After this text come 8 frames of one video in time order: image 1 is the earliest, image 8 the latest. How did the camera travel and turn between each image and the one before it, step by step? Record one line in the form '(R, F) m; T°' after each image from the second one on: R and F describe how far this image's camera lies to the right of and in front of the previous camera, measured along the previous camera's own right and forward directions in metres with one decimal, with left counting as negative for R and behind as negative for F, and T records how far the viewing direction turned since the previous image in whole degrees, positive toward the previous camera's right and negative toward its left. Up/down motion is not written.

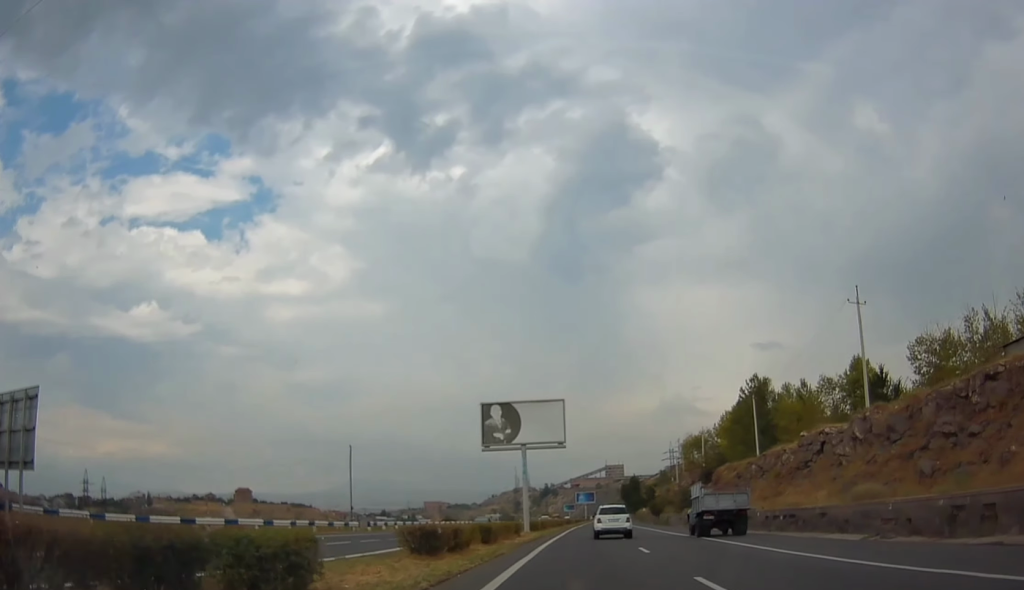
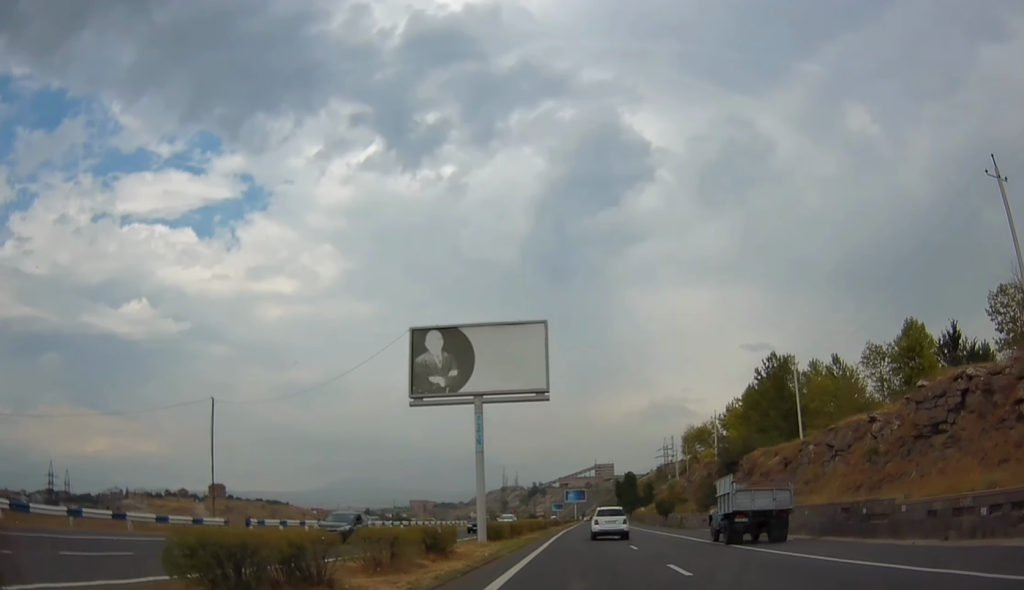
(0.0, +20.6) m; +1°
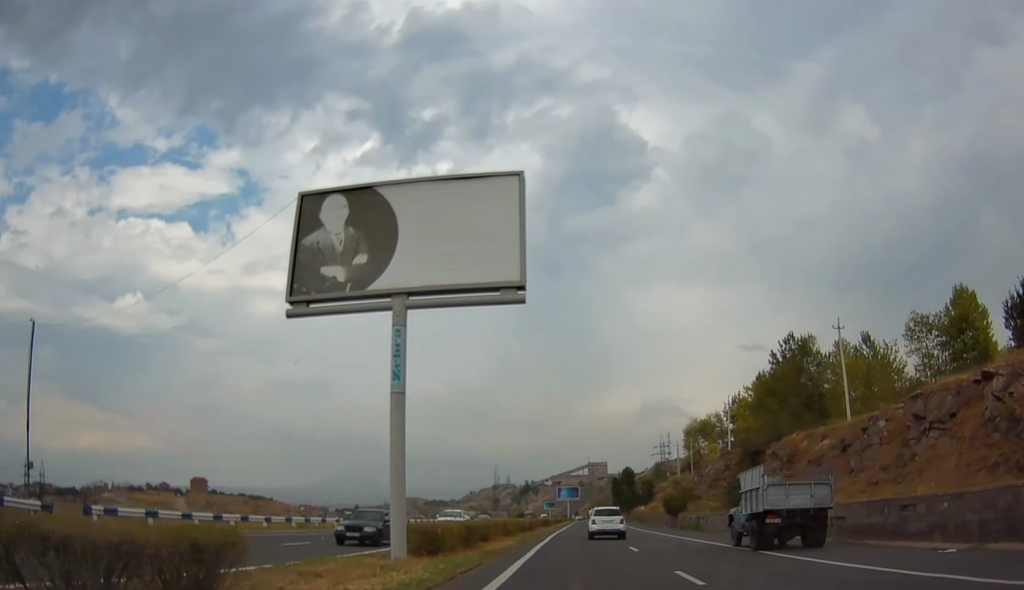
(+0.1, +13.7) m; +1°
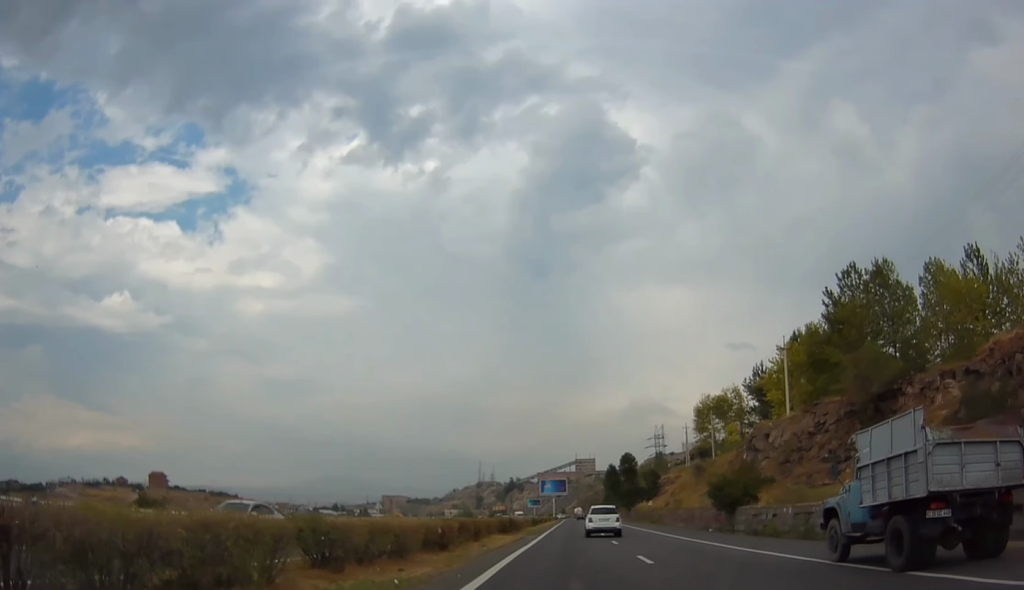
(+0.4, +31.3) m; +1°
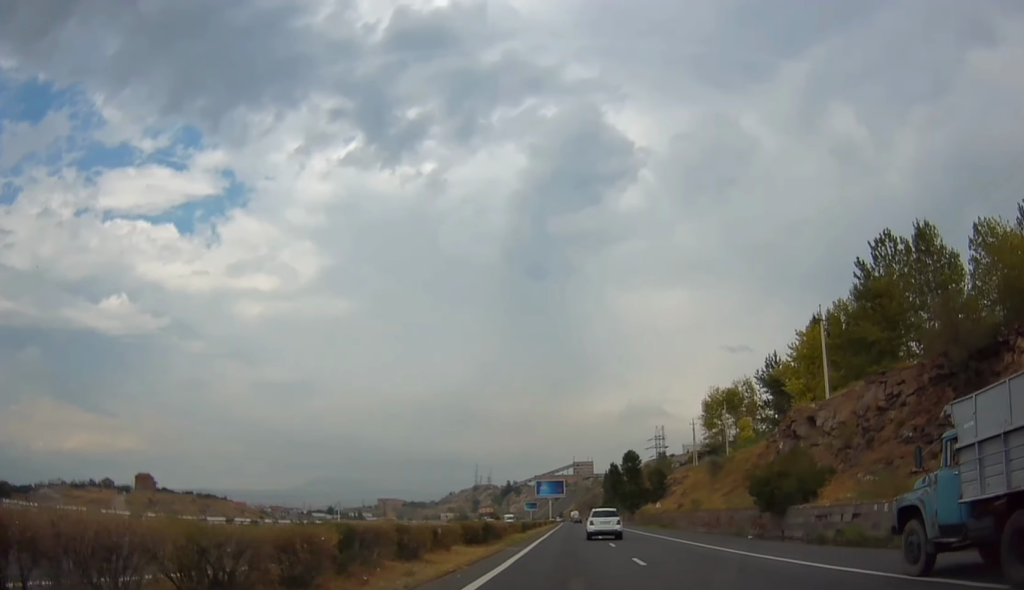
(0.0, +11.0) m; 0°
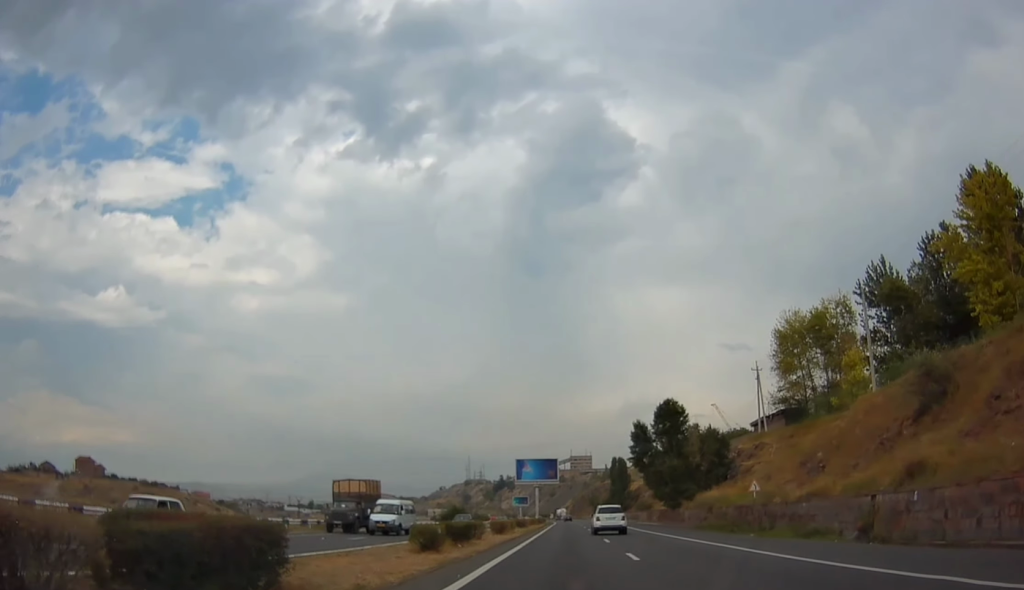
(+0.6, +47.6) m; +1°
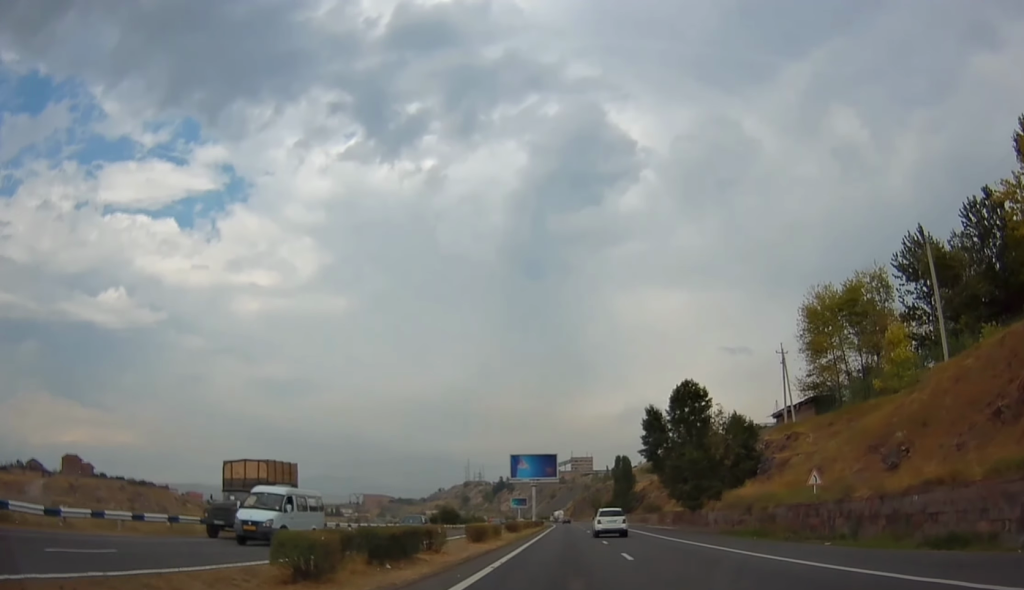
(0.0, +10.4) m; 0°
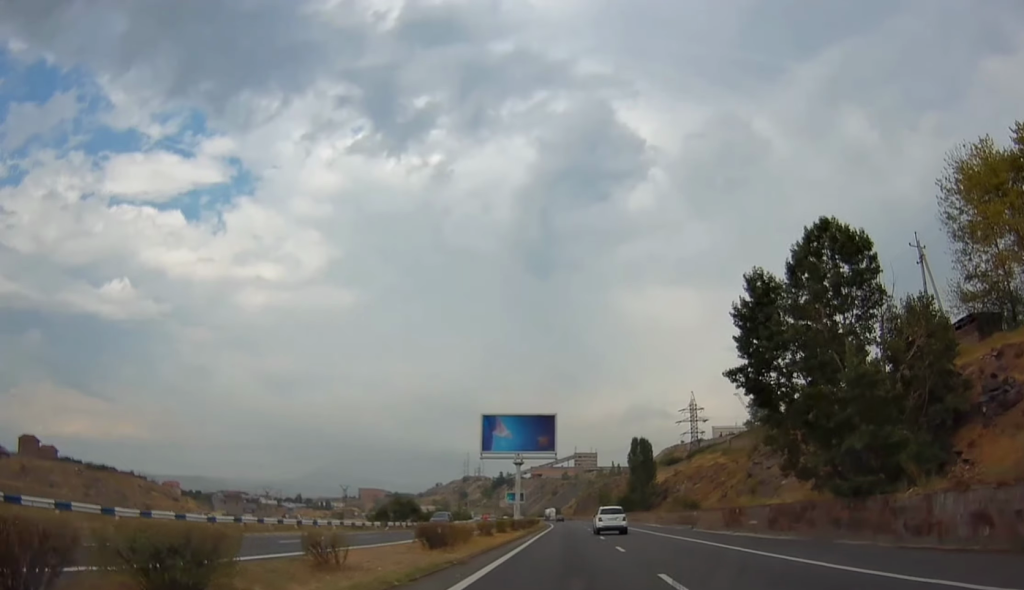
(+0.2, +32.2) m; 0°
